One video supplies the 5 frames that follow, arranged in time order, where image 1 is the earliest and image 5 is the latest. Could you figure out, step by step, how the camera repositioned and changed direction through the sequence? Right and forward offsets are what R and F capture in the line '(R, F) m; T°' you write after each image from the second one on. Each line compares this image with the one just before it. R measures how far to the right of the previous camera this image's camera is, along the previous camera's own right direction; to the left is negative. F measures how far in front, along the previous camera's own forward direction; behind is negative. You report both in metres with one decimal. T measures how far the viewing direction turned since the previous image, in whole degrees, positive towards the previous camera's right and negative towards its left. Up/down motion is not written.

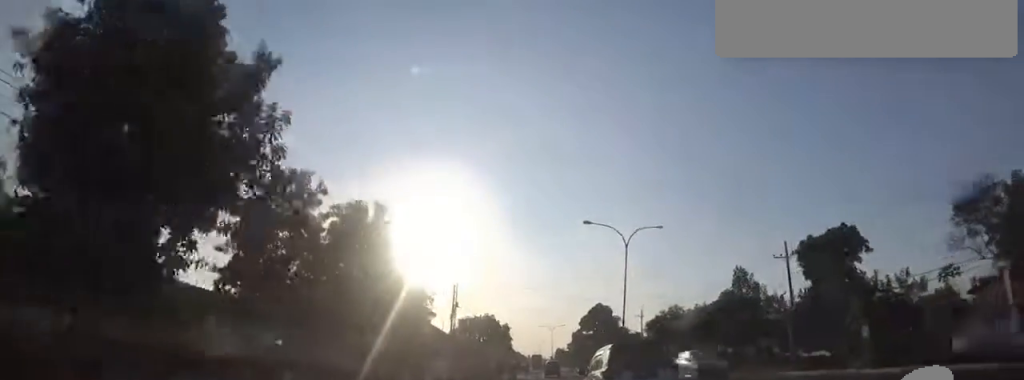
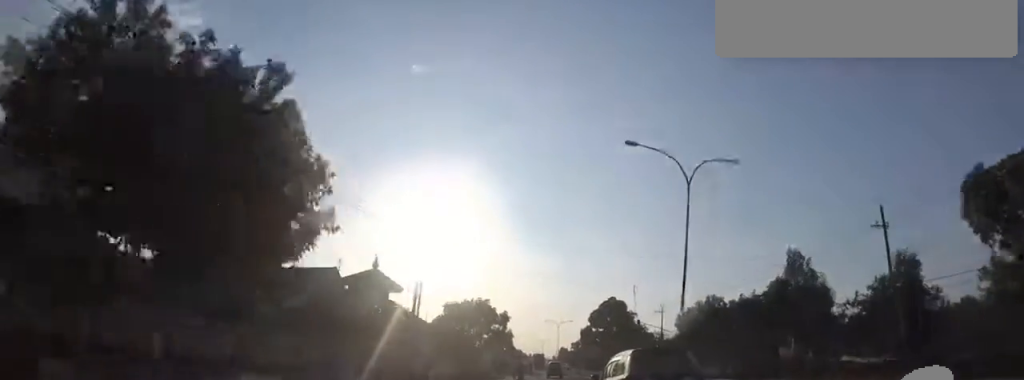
(0.0, +11.2) m; 0°
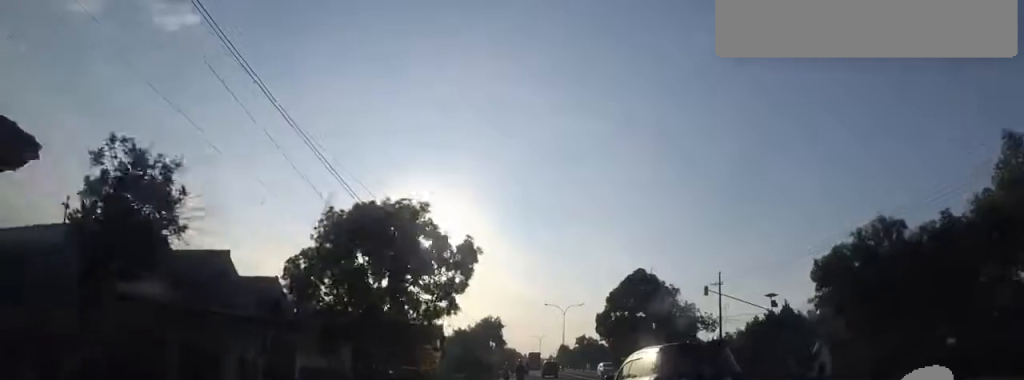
(0.0, +25.0) m; 0°
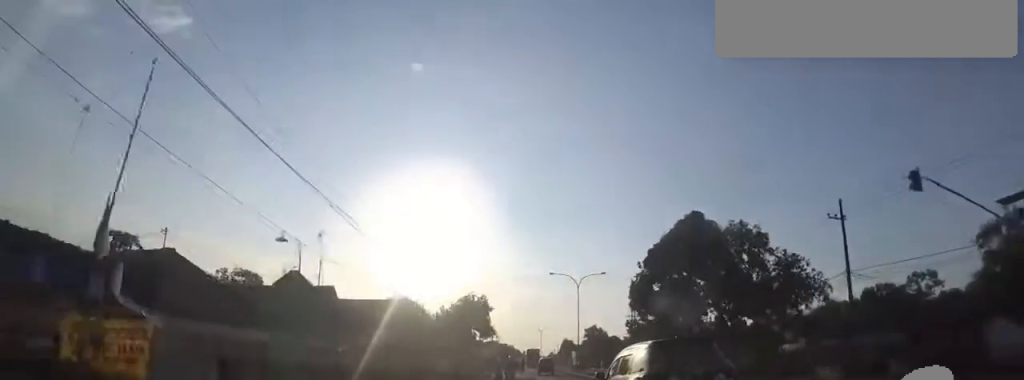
(+0.9, +22.1) m; +7°
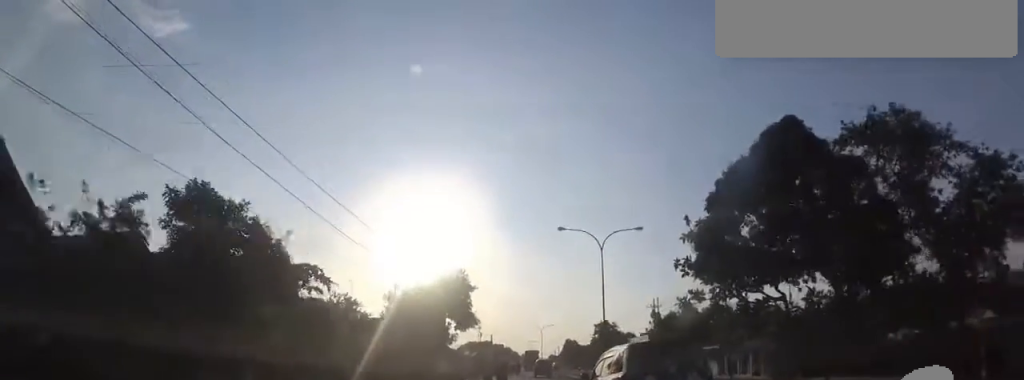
(+1.0, +16.7) m; -2°
